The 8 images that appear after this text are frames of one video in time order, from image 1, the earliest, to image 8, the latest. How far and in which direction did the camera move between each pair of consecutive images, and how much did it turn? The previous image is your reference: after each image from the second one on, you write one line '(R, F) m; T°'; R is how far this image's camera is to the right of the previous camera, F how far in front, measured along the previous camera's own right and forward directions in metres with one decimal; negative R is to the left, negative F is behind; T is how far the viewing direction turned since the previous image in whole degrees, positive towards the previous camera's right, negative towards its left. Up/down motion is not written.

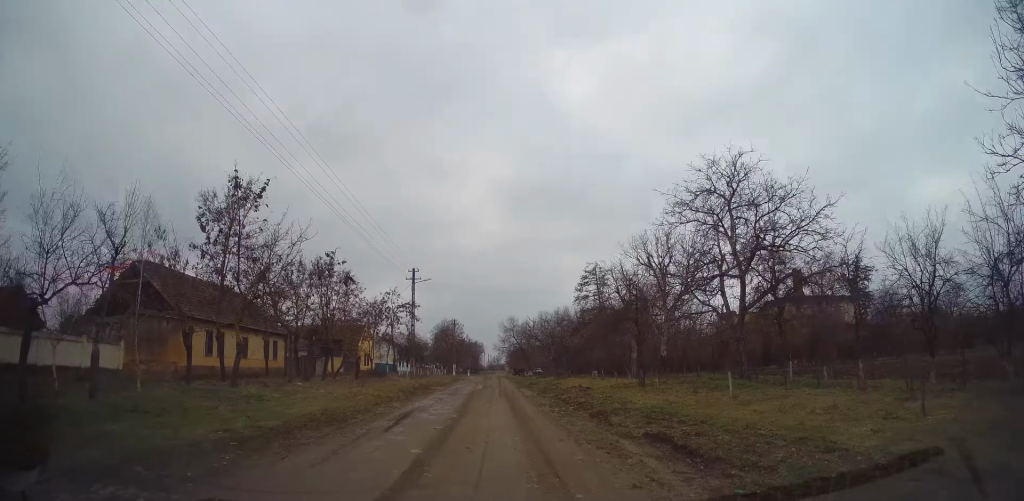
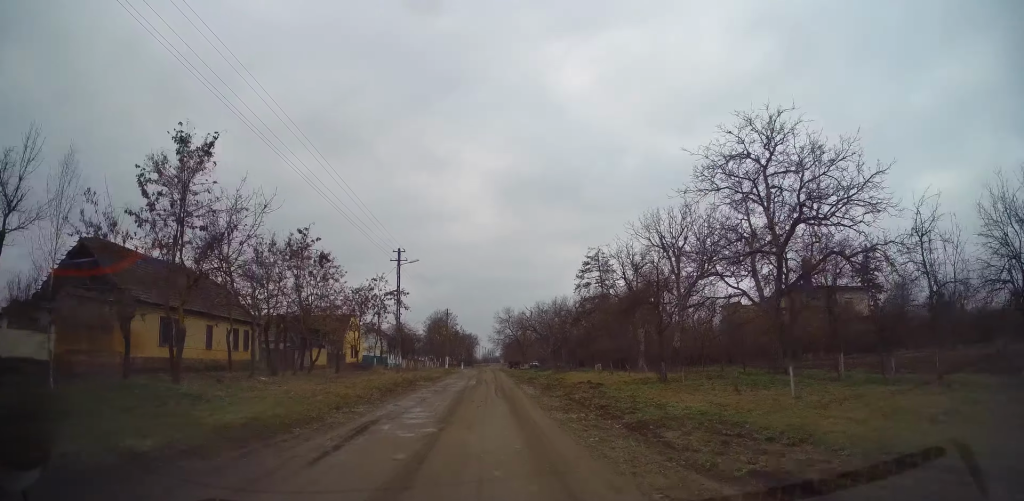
(+0.1, +4.7) m; +2°
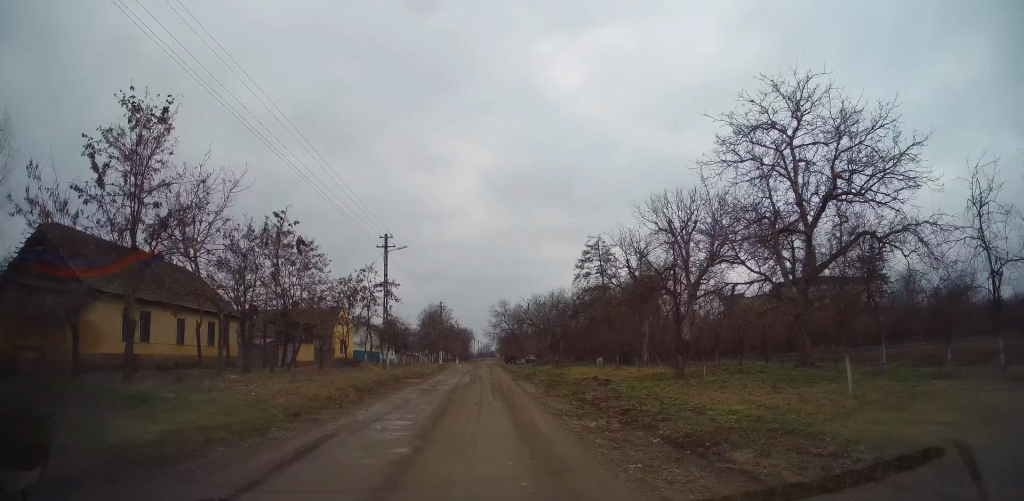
(0.0, +2.3) m; 0°
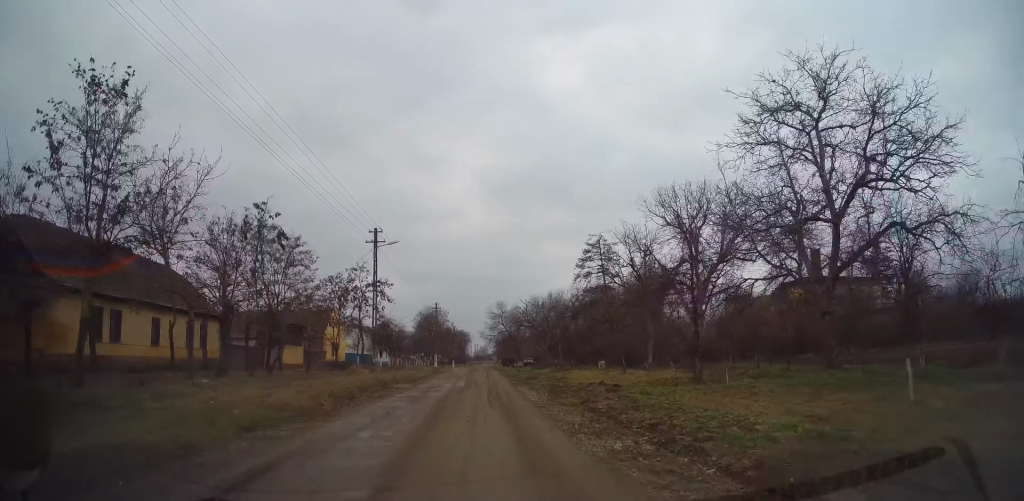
(0.0, +2.0) m; -2°
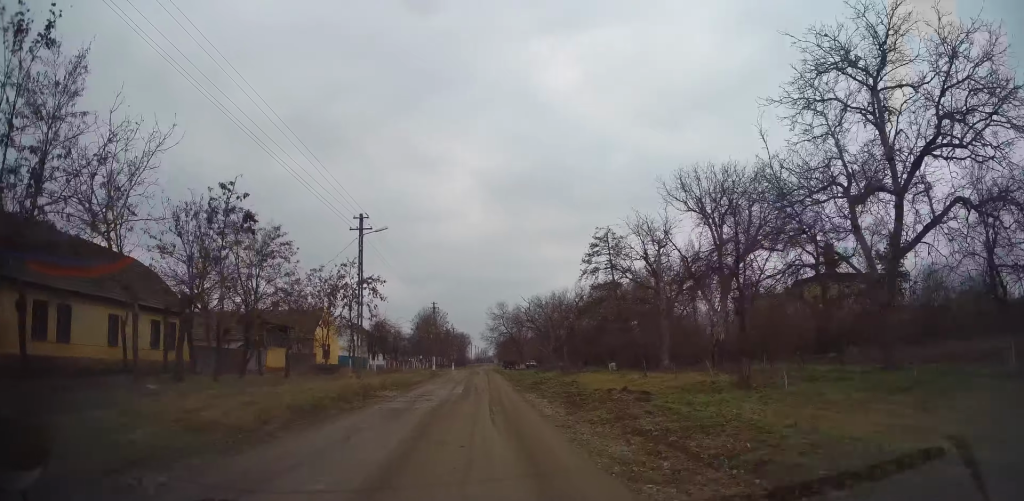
(0.0, +3.5) m; -5°
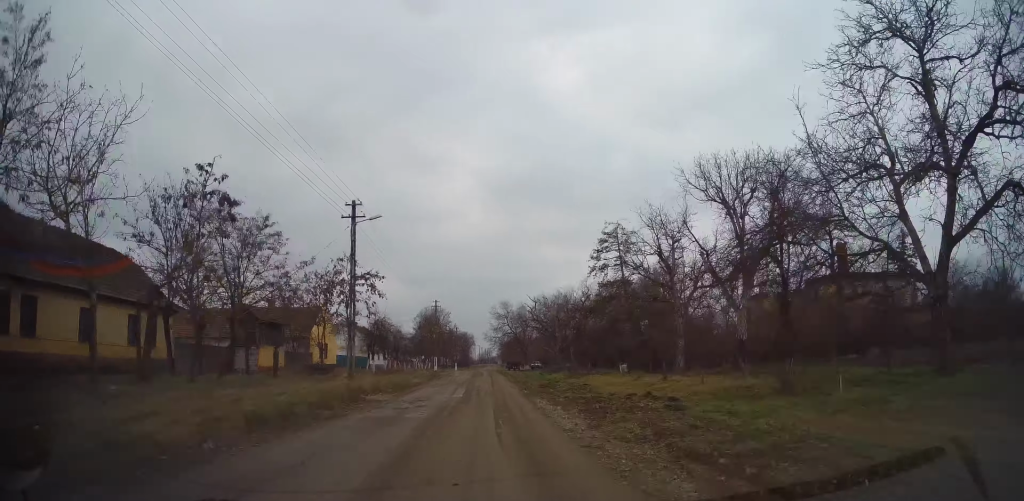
(-0.2, +2.3) m; 0°
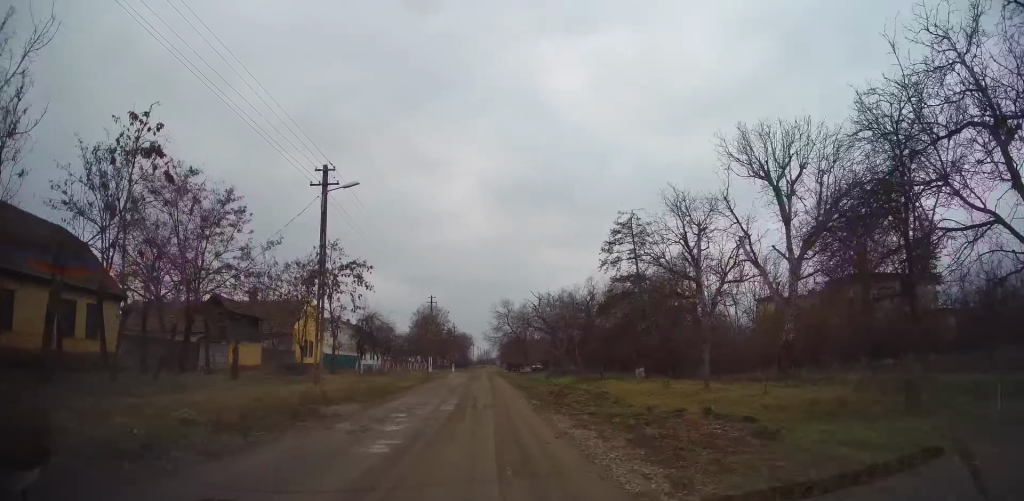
(0.0, +4.2) m; +1°
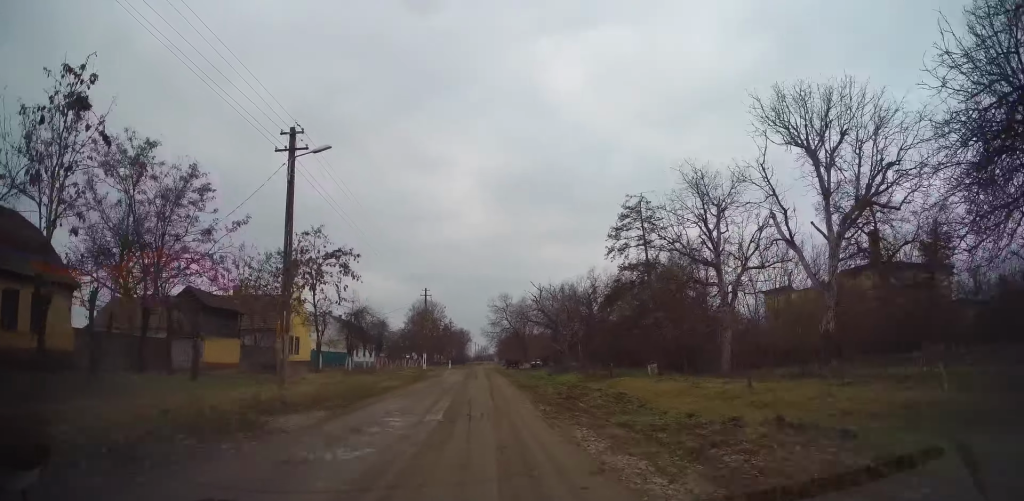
(+0.3, +3.1) m; +1°
